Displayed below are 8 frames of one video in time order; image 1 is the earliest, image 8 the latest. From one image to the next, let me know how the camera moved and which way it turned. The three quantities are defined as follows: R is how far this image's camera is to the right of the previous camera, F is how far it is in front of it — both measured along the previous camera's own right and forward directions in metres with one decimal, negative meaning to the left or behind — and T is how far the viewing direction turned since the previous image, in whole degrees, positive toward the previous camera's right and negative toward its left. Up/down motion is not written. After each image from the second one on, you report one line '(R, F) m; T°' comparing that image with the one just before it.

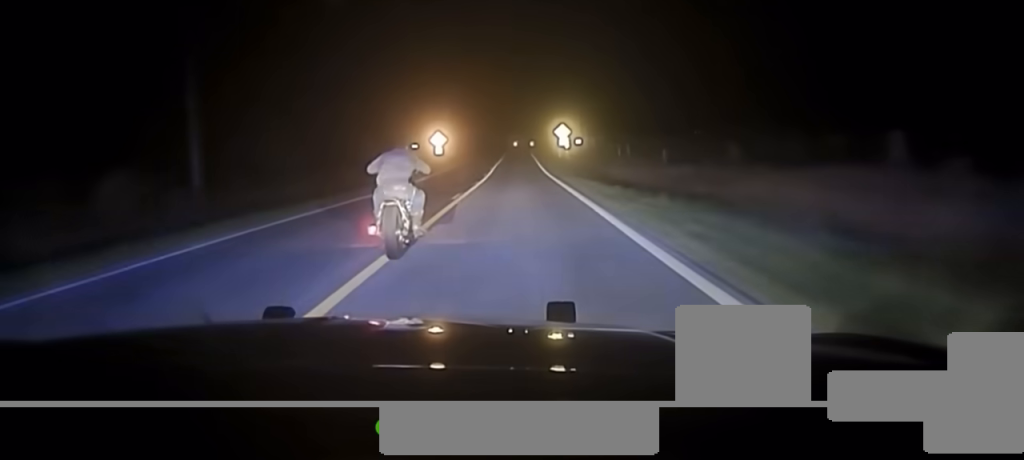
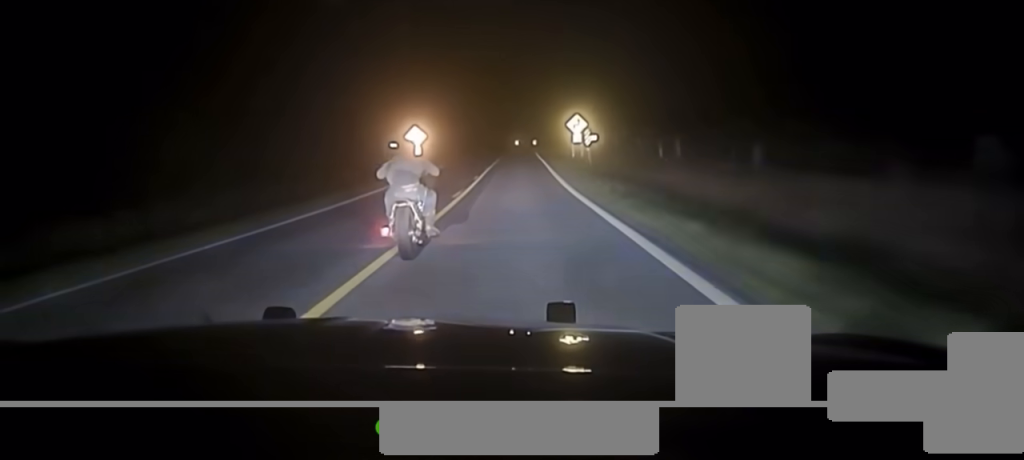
(0.0, +22.4) m; 0°
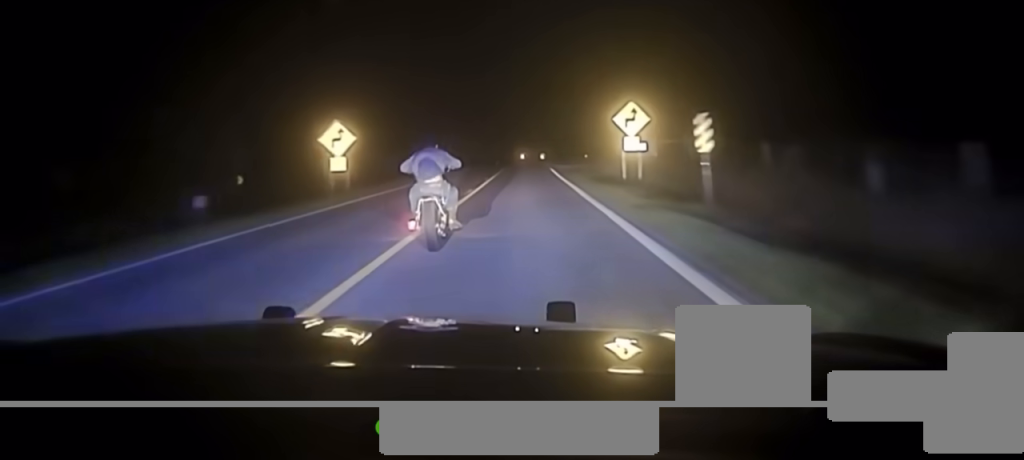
(0.0, +37.2) m; 0°
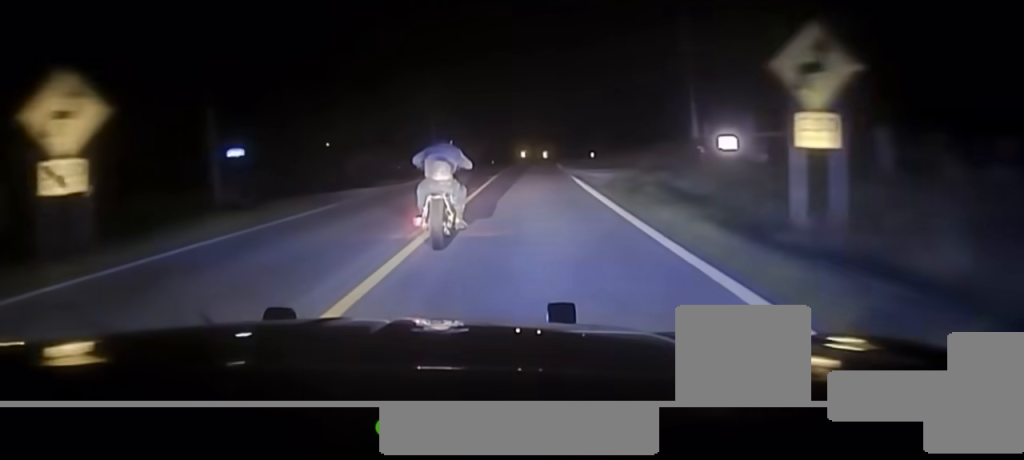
(0.0, +29.2) m; 0°
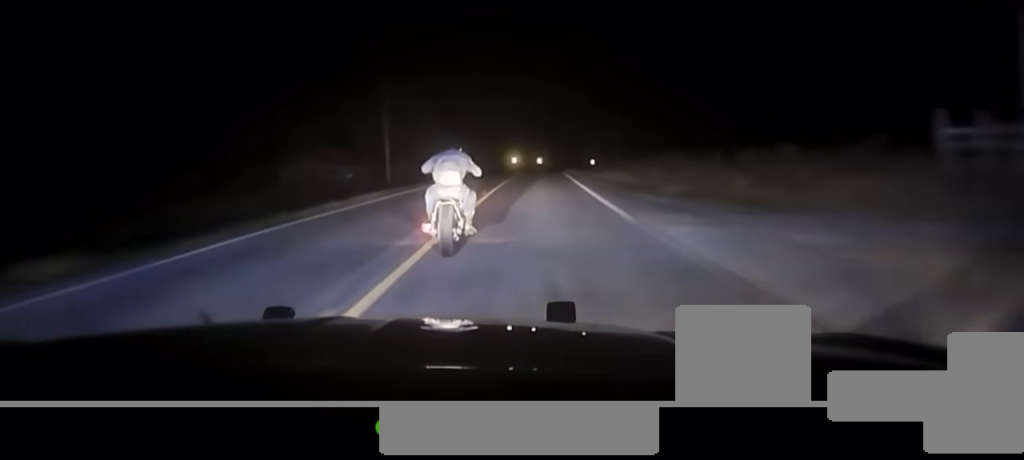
(-0.2, +36.6) m; 0°
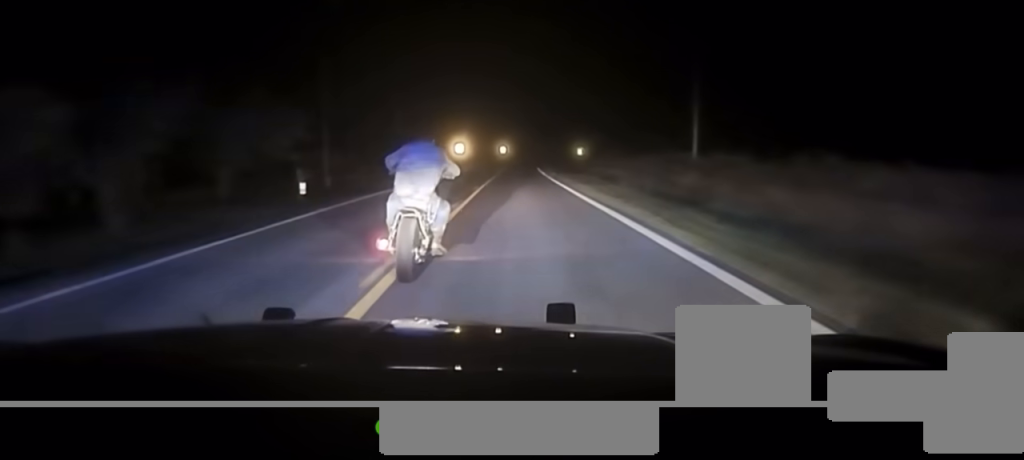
(+2.2, +80.1) m; +3°
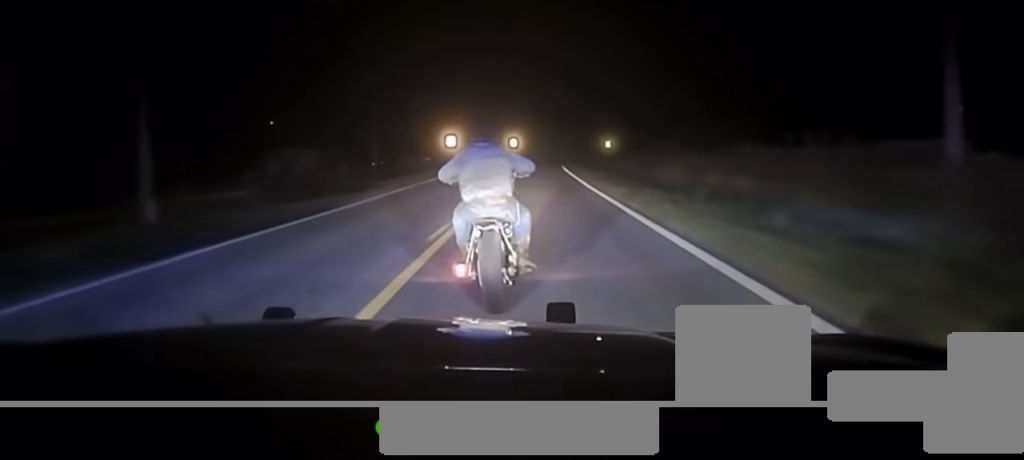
(-0.1, +30.0) m; -1°
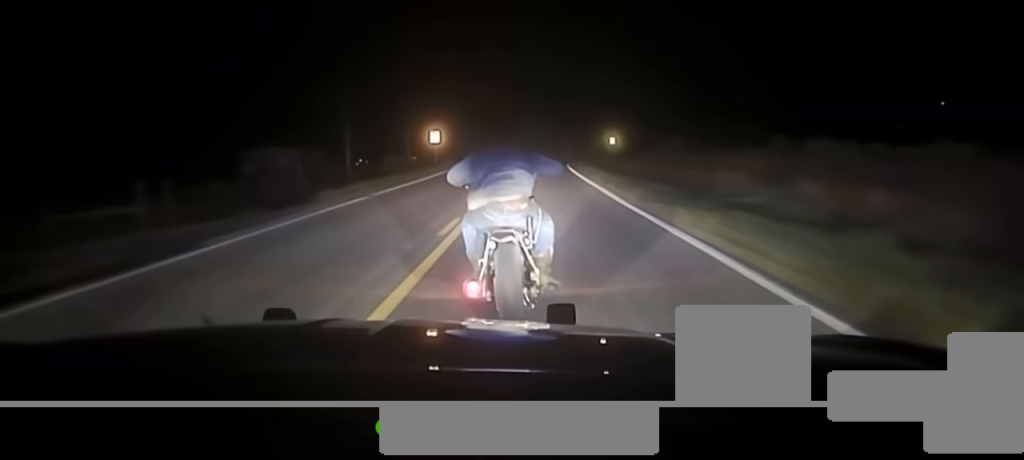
(-0.1, +12.2) m; 0°
